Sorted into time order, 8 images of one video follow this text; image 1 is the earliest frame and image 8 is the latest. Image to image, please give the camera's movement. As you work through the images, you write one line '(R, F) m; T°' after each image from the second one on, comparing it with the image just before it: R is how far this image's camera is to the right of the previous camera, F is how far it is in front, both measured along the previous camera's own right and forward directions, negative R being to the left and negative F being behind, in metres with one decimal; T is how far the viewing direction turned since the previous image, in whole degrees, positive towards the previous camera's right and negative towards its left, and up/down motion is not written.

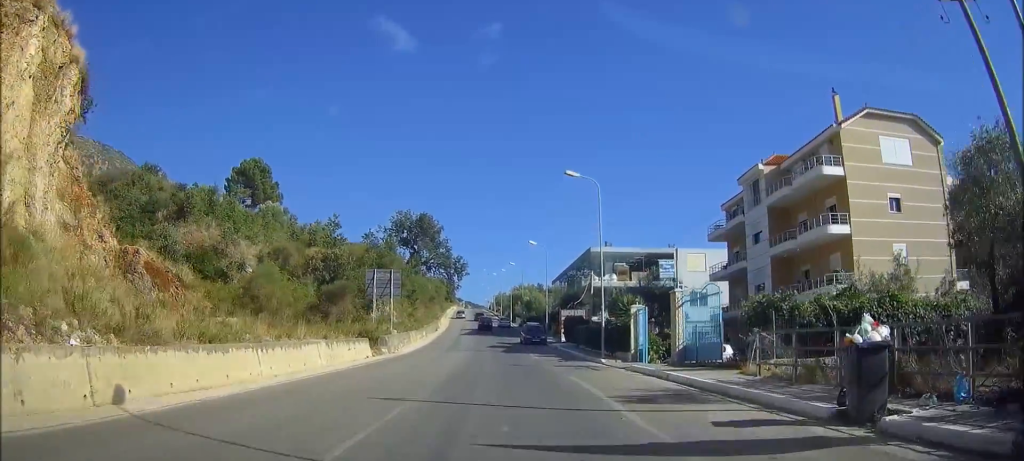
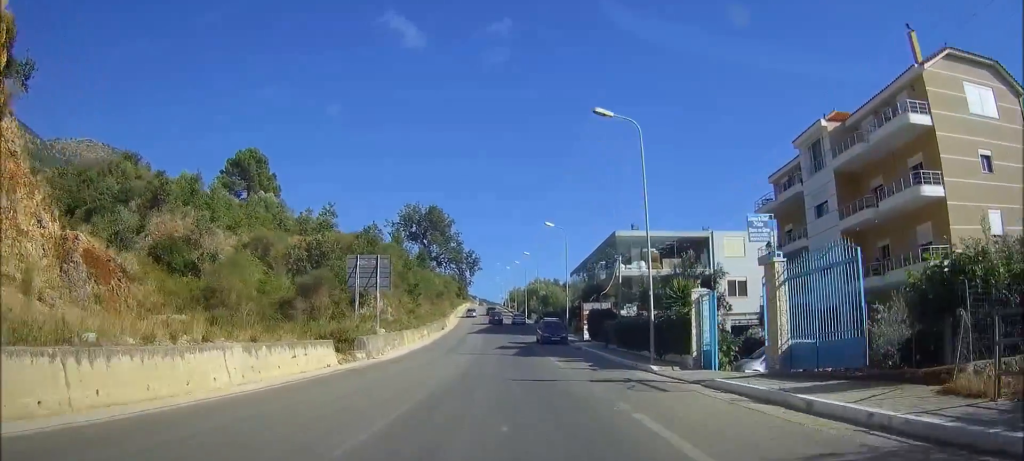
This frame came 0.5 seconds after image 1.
(-0.1, +8.6) m; -1°
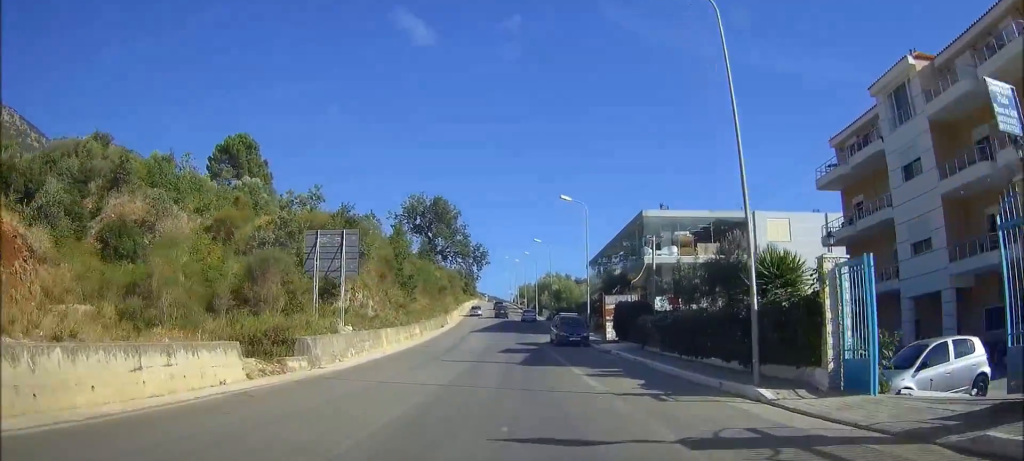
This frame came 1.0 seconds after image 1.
(-0.1, +9.2) m; 0°
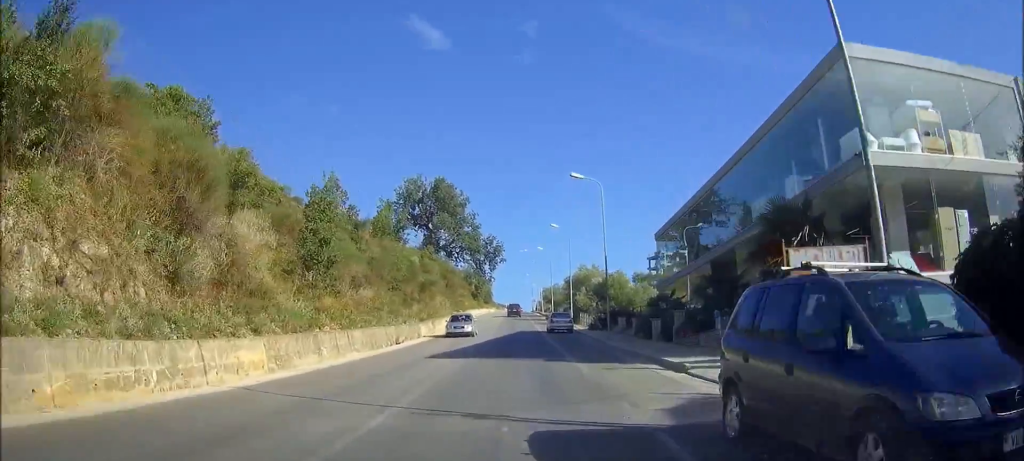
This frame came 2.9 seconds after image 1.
(-0.5, +31.5) m; -3°
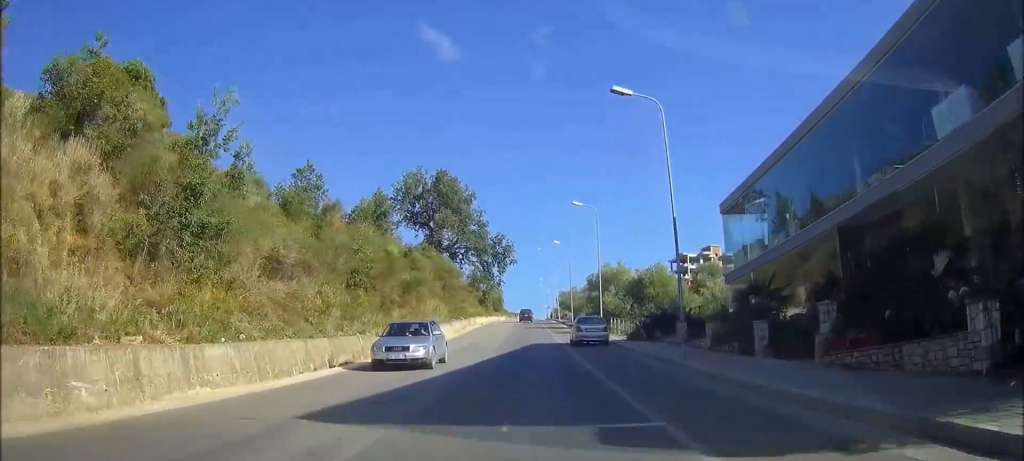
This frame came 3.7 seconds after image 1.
(-0.2, +13.7) m; -1°
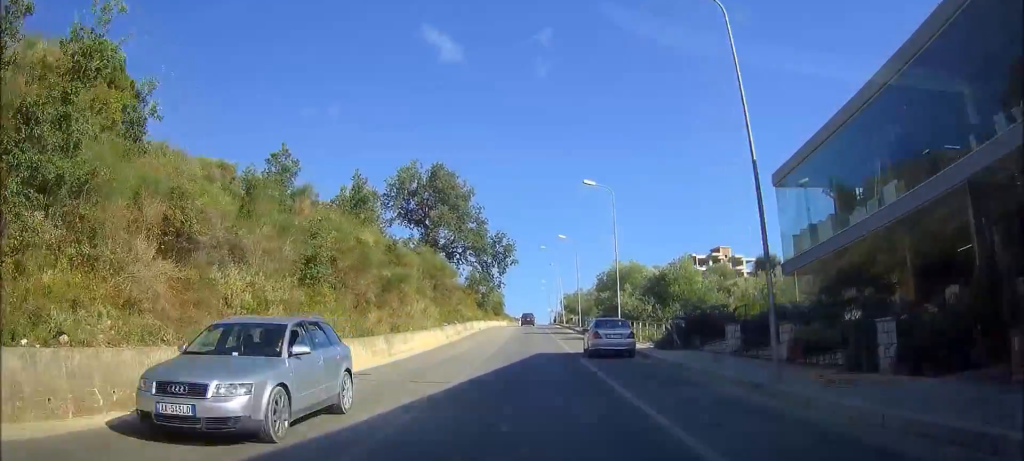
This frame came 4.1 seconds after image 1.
(-0.1, +7.4) m; 0°
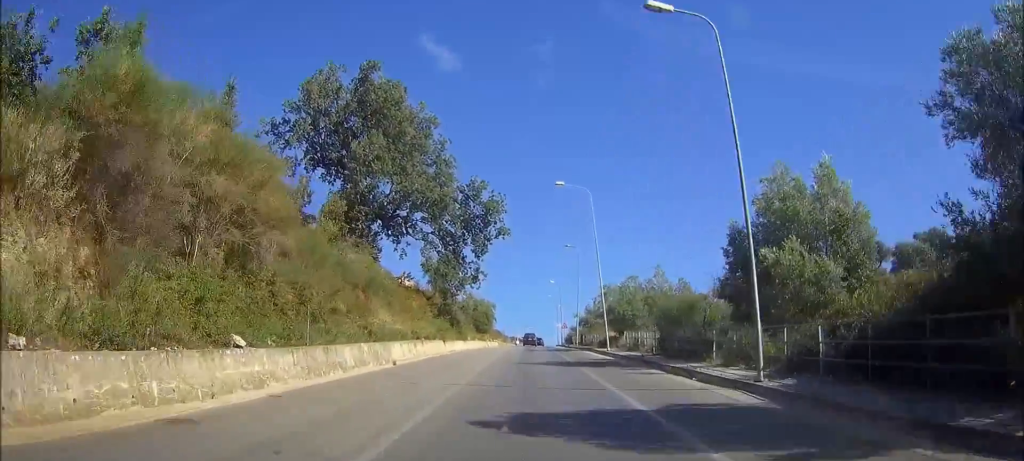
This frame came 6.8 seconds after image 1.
(+0.1, +46.3) m; 0°
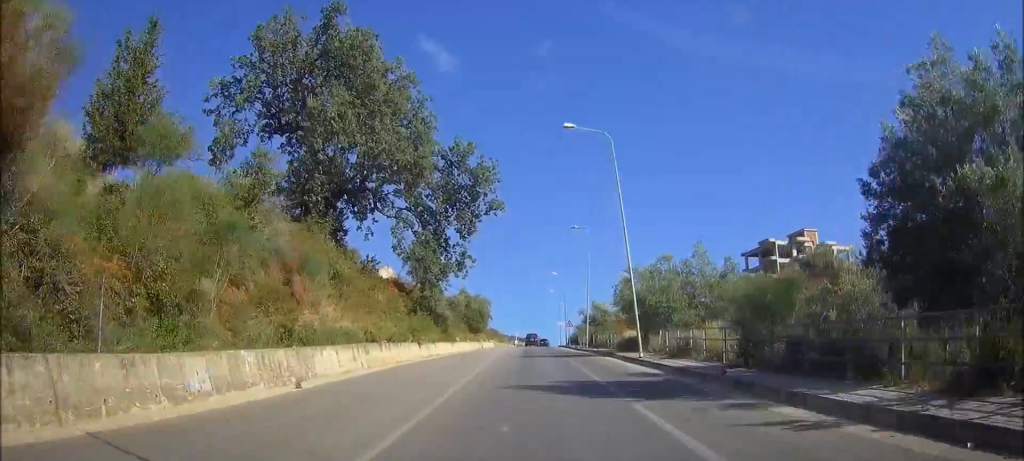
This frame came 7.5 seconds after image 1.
(0.0, +11.3) m; 0°
